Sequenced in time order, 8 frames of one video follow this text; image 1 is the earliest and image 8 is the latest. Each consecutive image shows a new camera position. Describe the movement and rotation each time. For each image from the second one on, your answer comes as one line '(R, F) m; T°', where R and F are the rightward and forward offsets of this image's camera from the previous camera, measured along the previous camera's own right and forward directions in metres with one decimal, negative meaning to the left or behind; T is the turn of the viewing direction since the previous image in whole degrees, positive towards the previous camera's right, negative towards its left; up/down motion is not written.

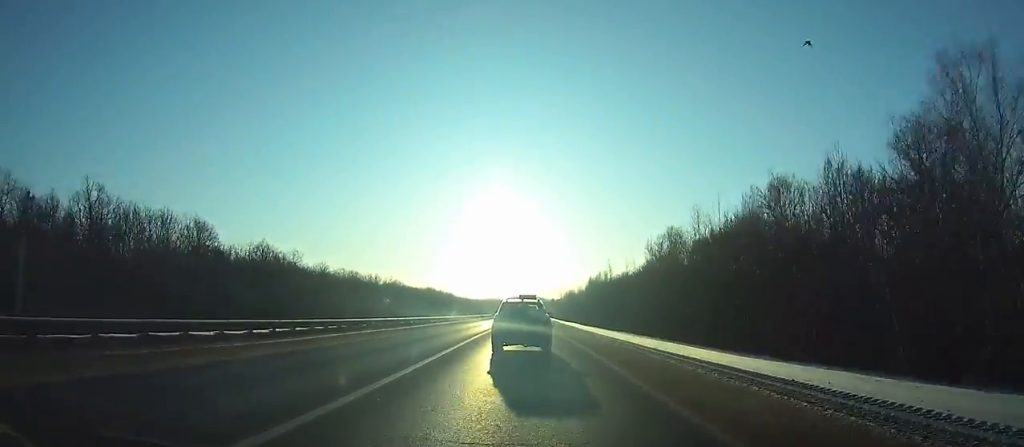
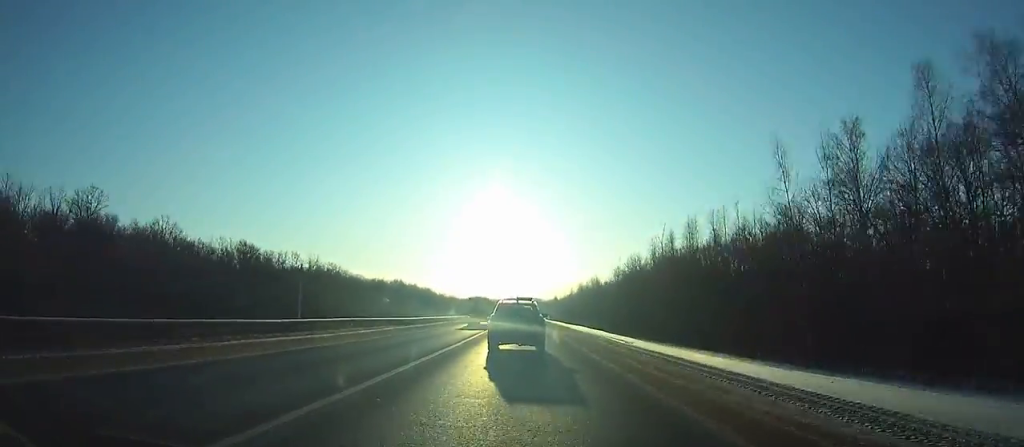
(+0.2, +88.1) m; 0°
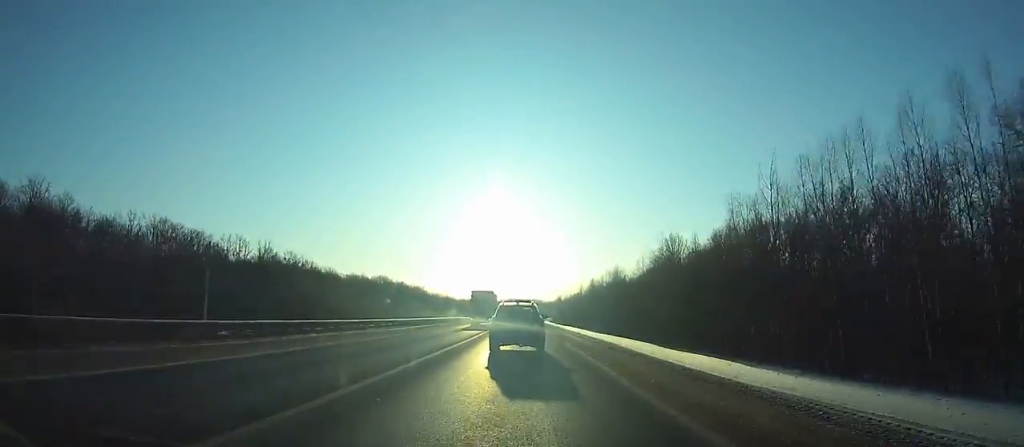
(-0.1, +33.3) m; 0°
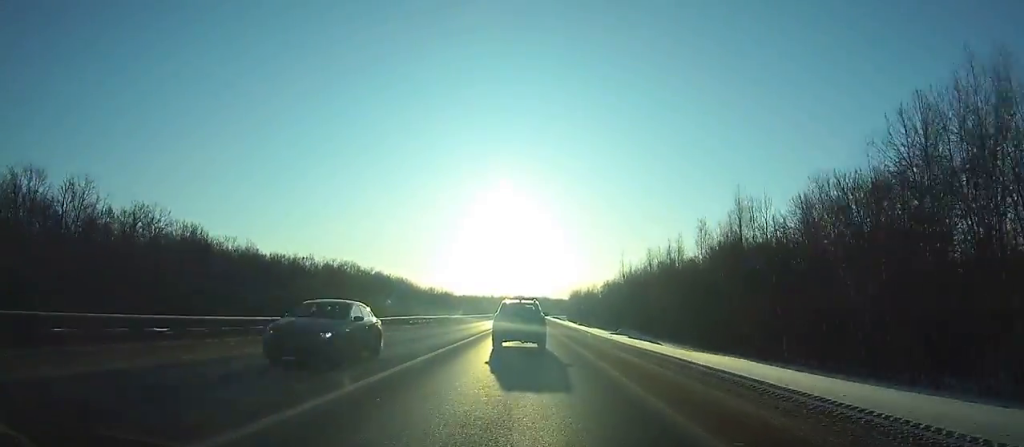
(-0.3, +63.9) m; -1°
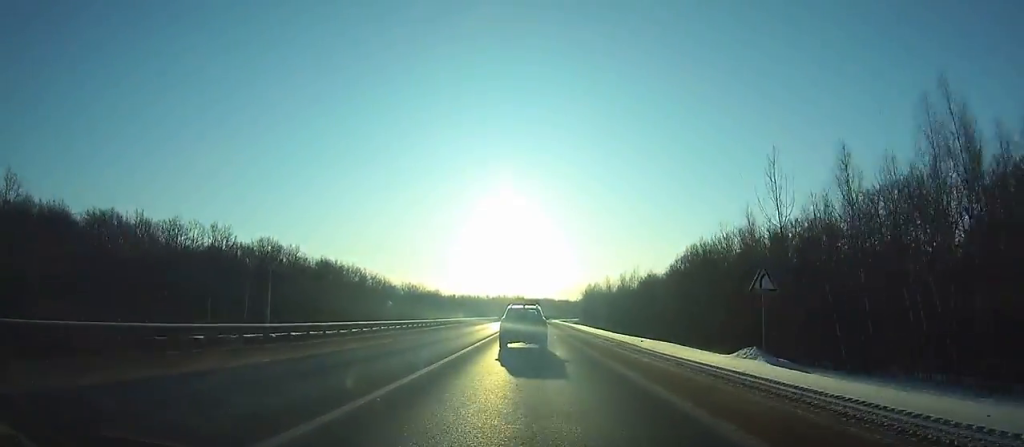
(-0.2, +69.6) m; 0°
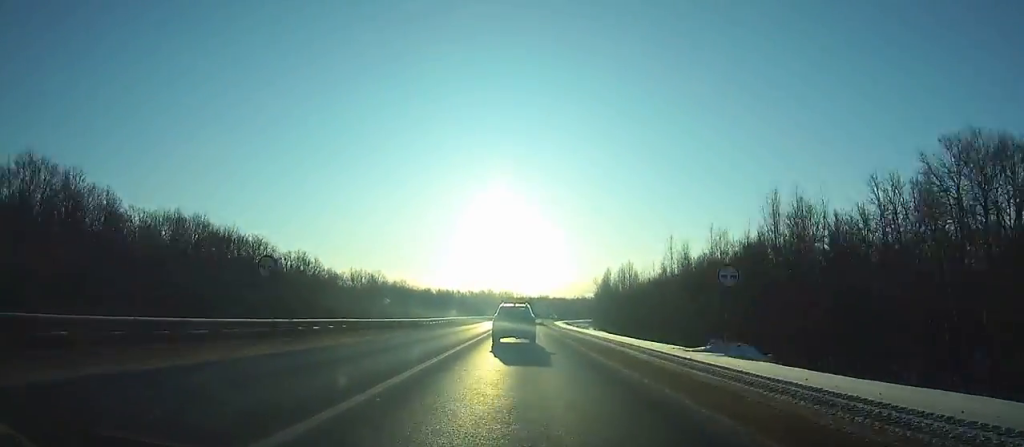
(+0.2, +70.5) m; +1°
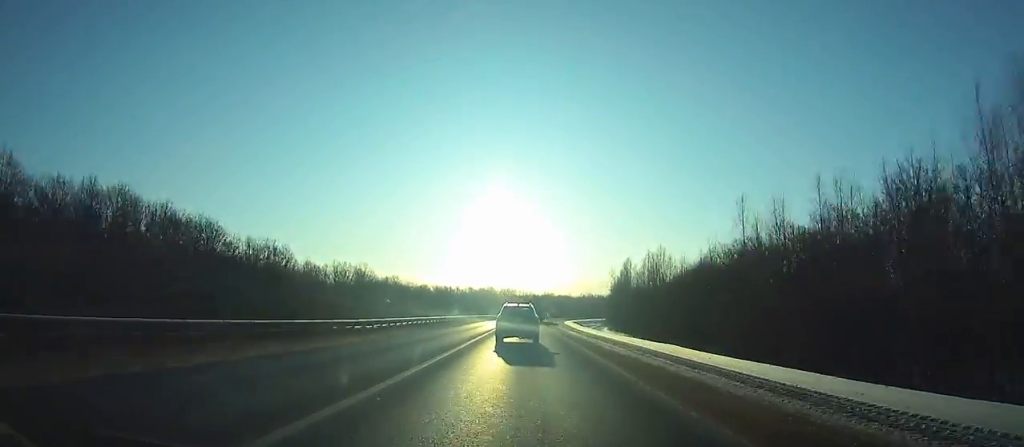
(+0.1, +23.3) m; 0°
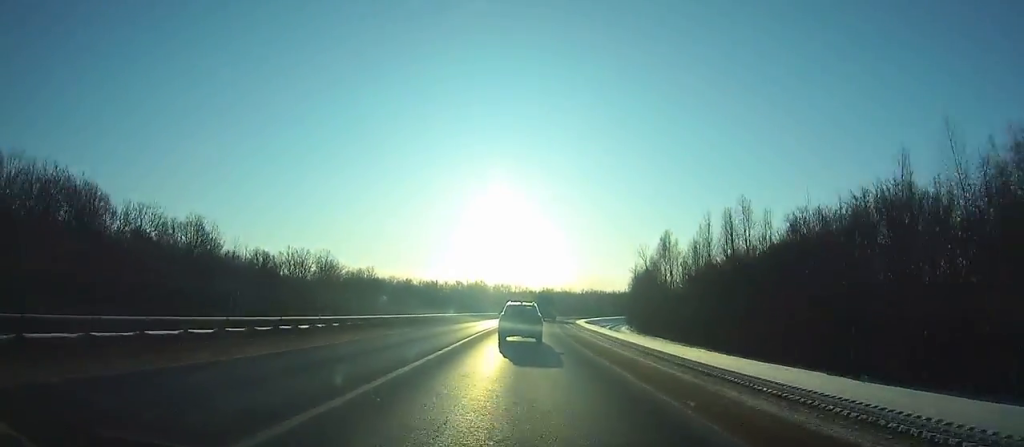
(+0.1, +34.9) m; +1°
